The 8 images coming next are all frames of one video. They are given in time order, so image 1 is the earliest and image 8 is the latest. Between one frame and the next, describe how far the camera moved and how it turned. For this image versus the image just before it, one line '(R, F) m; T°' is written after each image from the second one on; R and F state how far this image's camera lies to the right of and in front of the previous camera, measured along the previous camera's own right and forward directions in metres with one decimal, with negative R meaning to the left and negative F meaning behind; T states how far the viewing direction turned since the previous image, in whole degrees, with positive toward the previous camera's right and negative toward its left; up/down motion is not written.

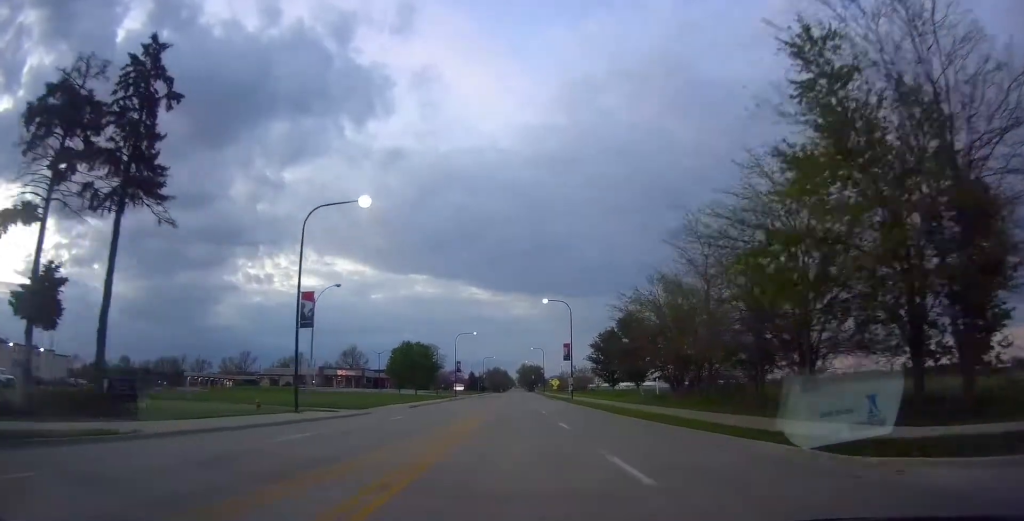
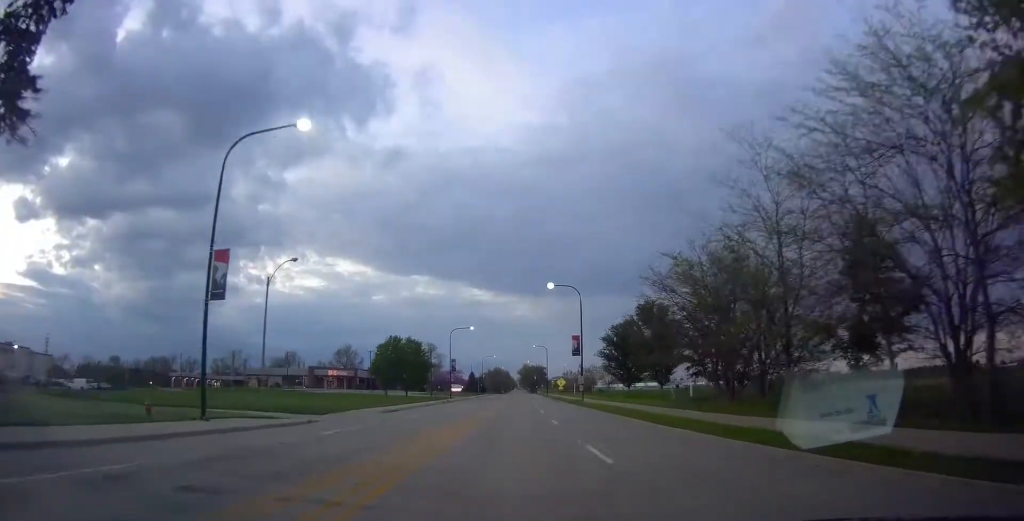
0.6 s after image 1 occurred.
(+0.1, +10.0) m; +1°
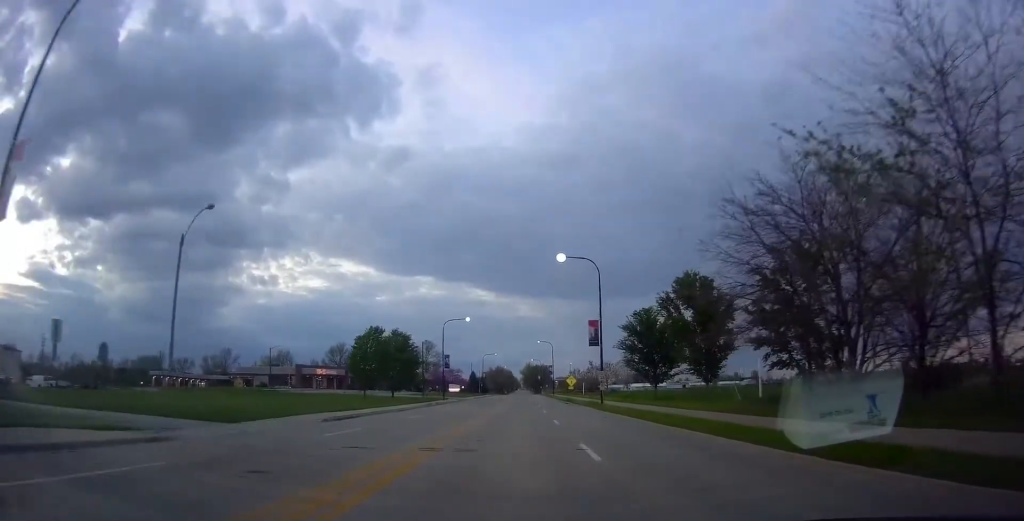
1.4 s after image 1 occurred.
(0.0, +11.6) m; 0°
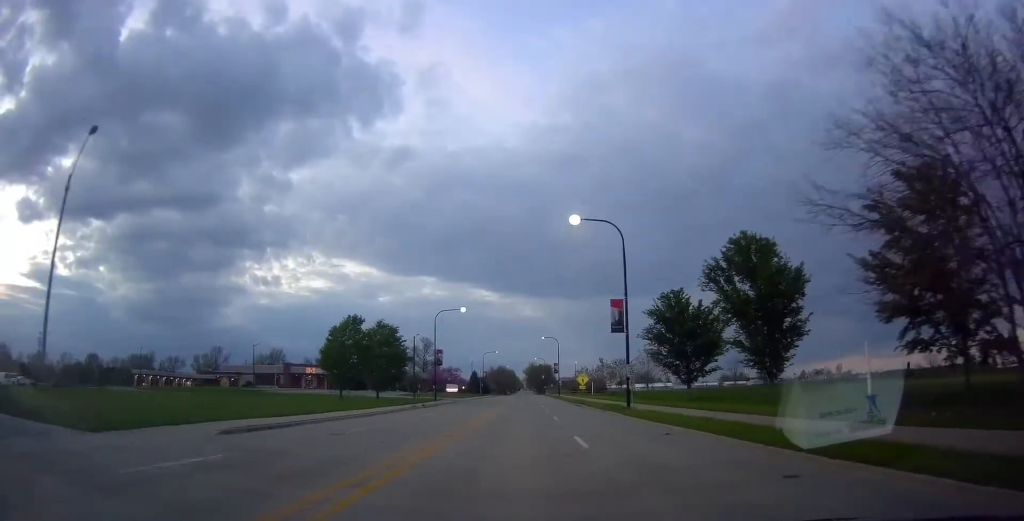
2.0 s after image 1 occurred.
(0.0, +10.0) m; 0°
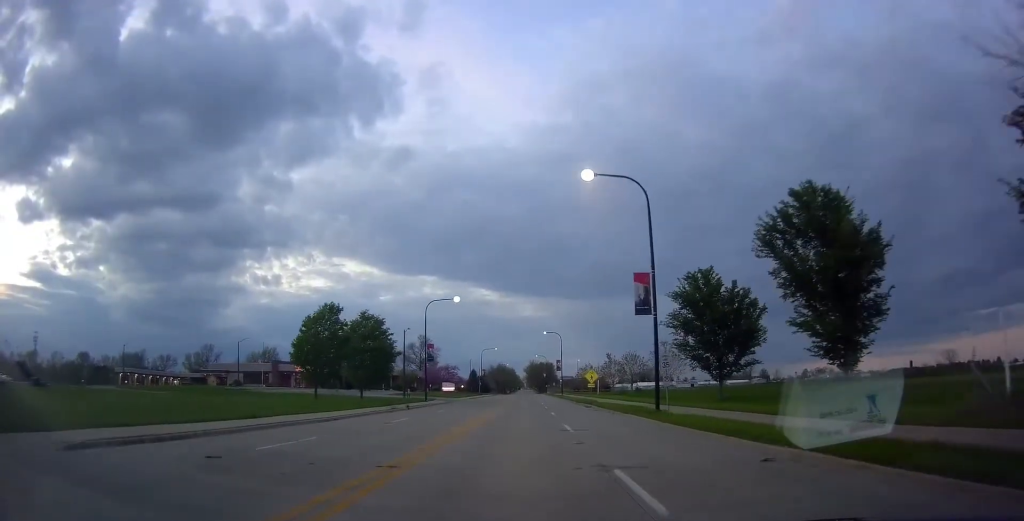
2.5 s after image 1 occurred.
(0.0, +7.4) m; 0°
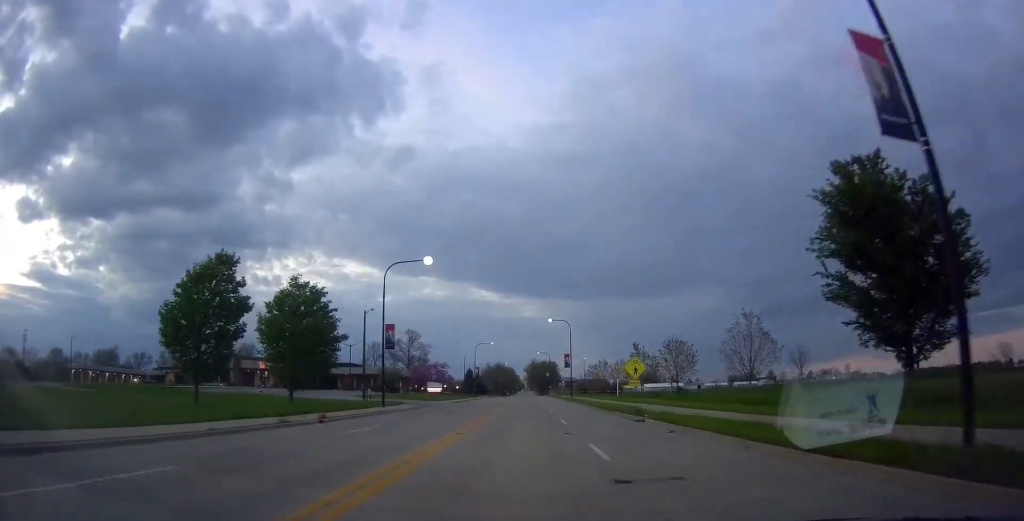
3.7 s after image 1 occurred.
(0.0, +19.8) m; 0°
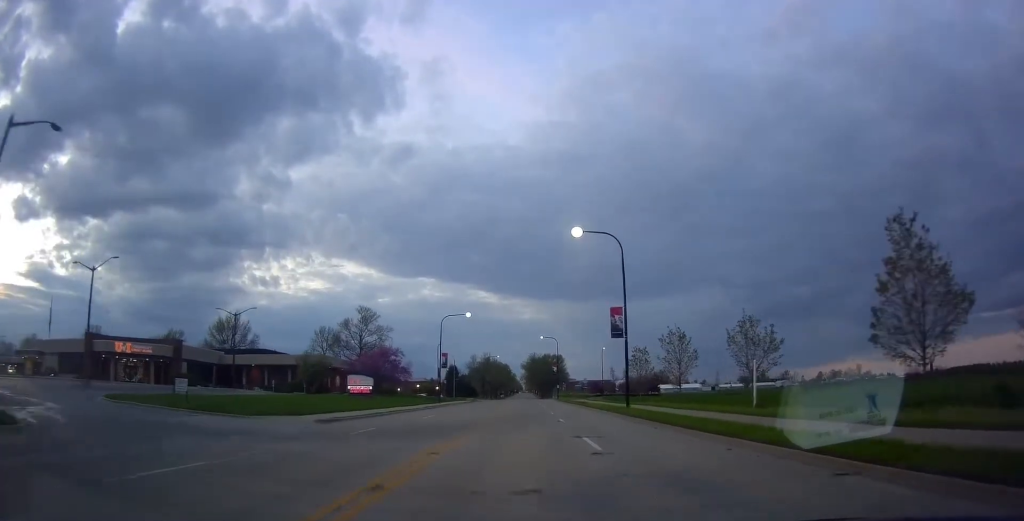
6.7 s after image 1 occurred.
(-1.7, +47.6) m; -2°
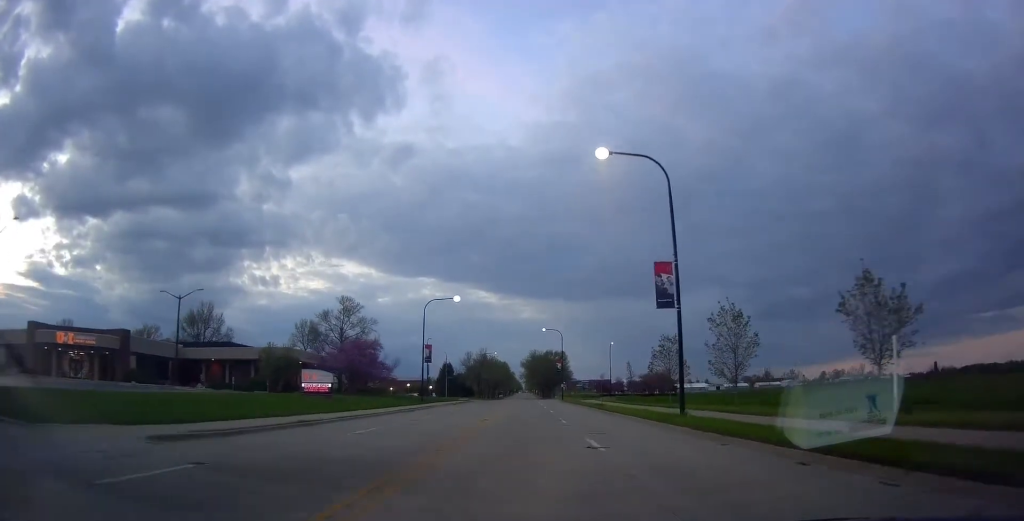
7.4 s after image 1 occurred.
(+0.4, +12.3) m; +2°
